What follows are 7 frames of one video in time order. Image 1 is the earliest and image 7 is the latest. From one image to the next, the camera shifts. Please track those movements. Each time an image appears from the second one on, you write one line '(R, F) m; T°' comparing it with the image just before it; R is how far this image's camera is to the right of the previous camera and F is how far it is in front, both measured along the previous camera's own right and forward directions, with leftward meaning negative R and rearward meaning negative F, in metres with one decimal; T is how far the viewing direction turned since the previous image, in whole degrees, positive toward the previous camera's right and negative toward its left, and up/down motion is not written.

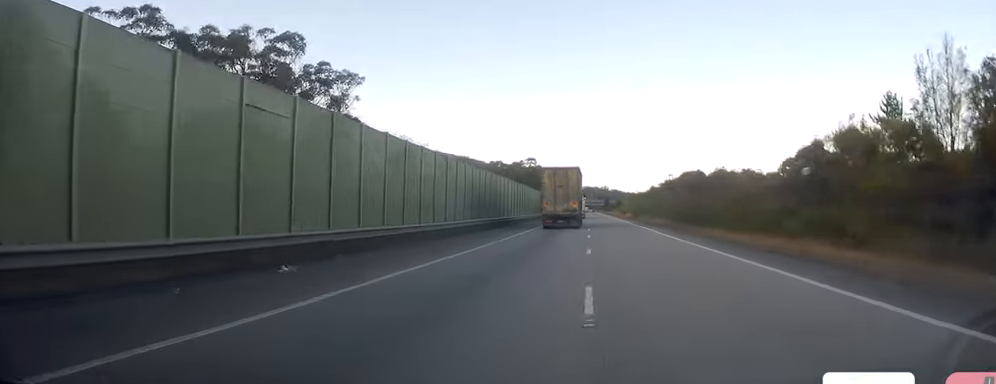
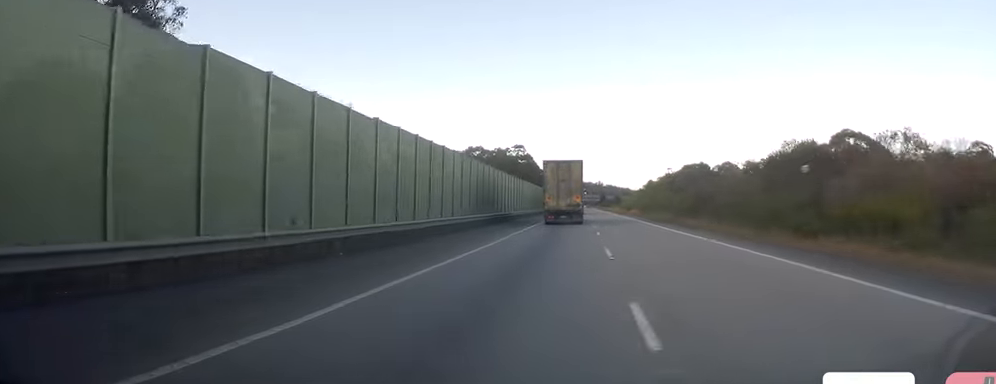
(+0.1, +26.8) m; 0°
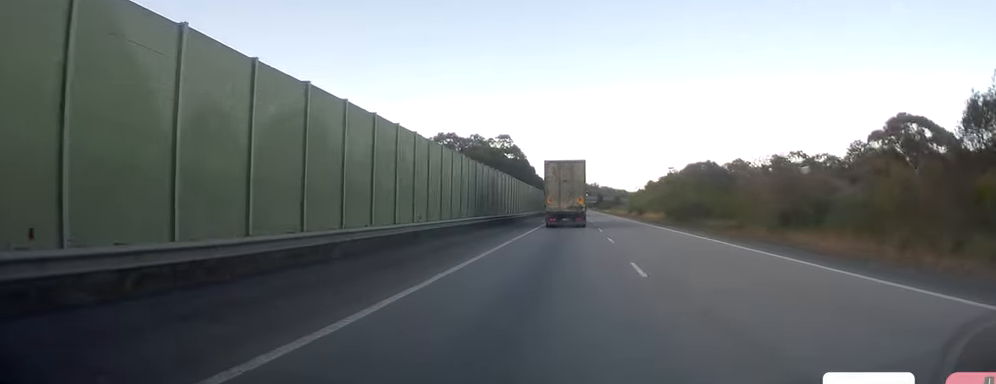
(-0.1, +28.7) m; 0°
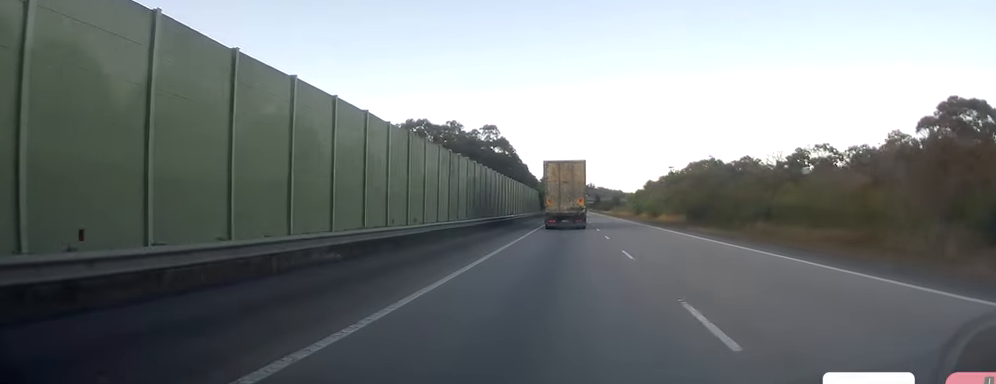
(+0.1, +19.2) m; 0°
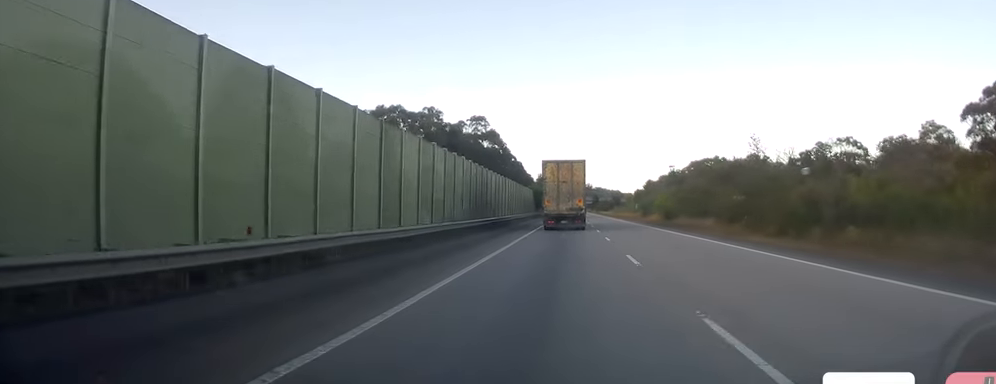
(+0.1, +13.5) m; 0°
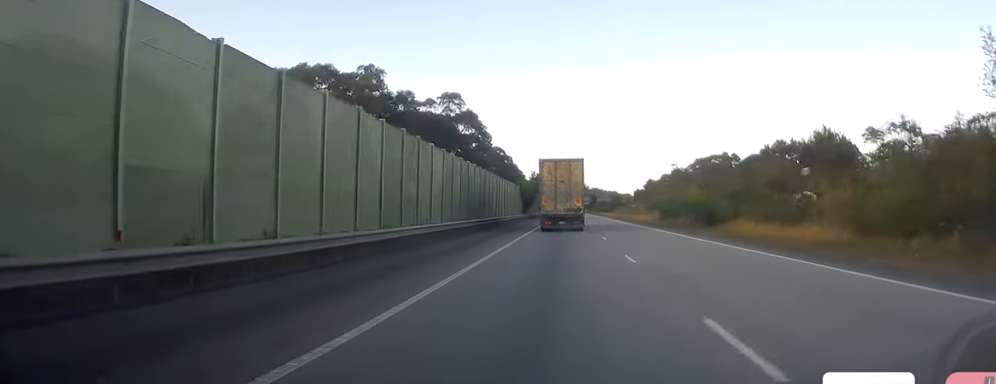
(0.0, +24.1) m; 0°
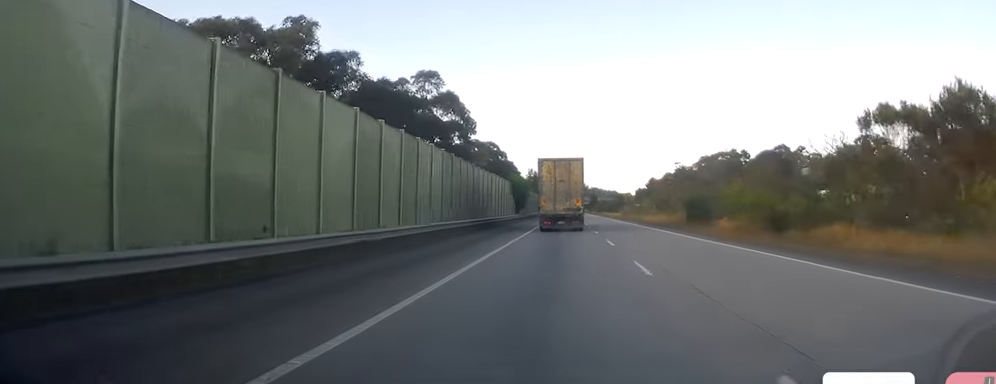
(0.0, +15.4) m; 0°
